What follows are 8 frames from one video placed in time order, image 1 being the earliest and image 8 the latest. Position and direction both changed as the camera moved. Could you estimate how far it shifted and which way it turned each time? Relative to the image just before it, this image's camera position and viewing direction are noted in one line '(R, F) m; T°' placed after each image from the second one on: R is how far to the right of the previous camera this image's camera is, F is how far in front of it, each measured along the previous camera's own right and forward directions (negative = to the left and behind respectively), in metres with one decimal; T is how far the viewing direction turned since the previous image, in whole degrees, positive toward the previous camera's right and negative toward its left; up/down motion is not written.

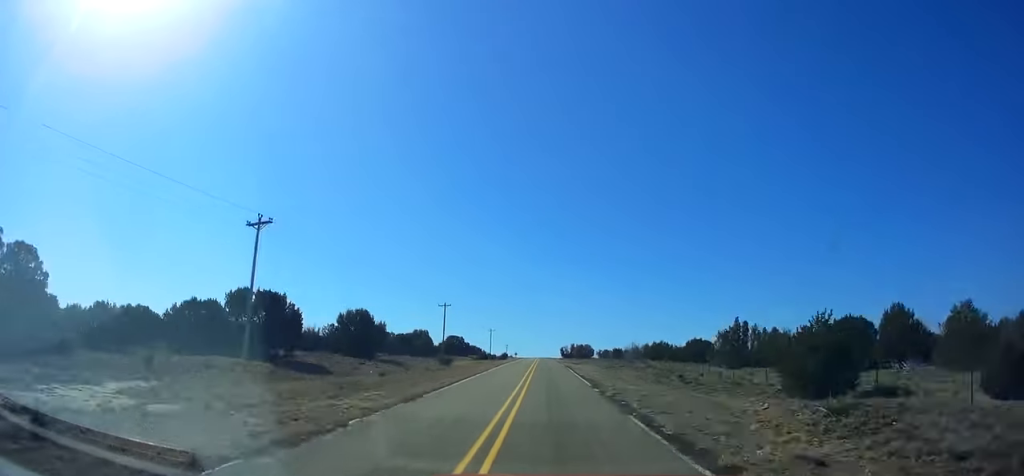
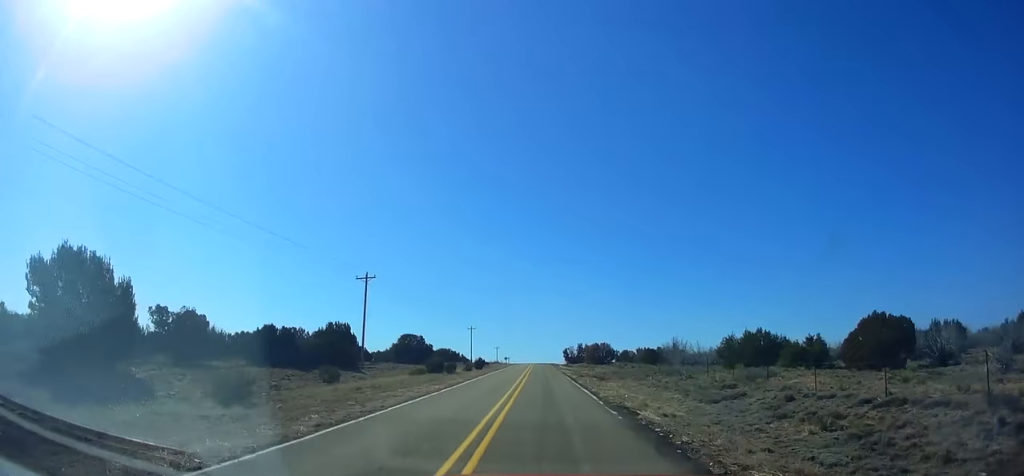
(-1.7, +46.7) m; -1°
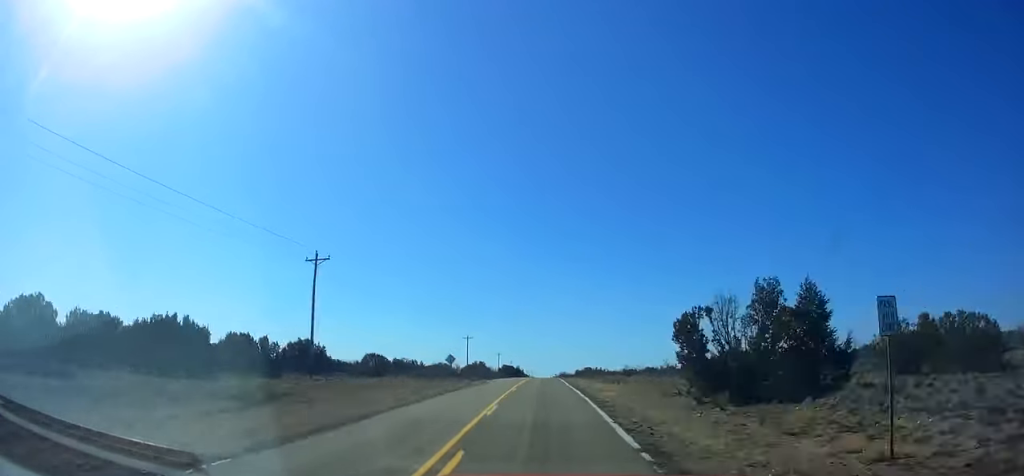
(-1.2, +108.8) m; -1°
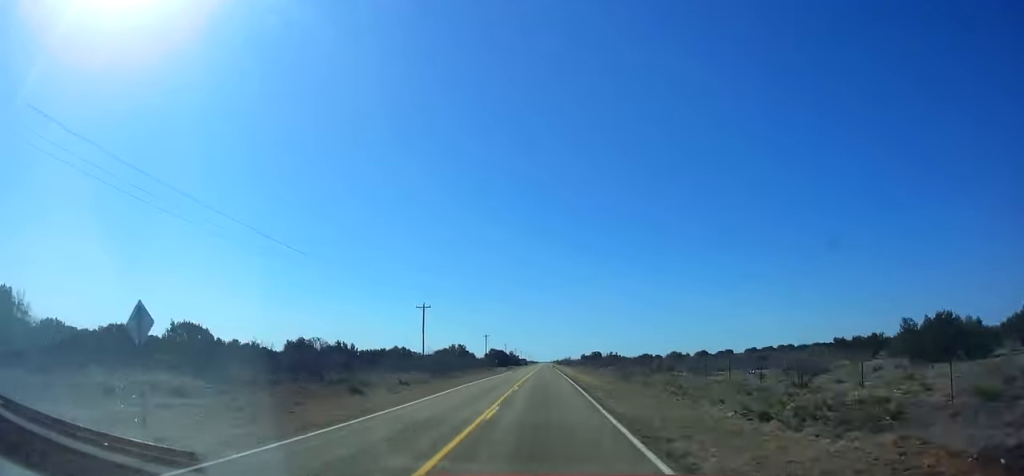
(-0.4, +51.1) m; 0°
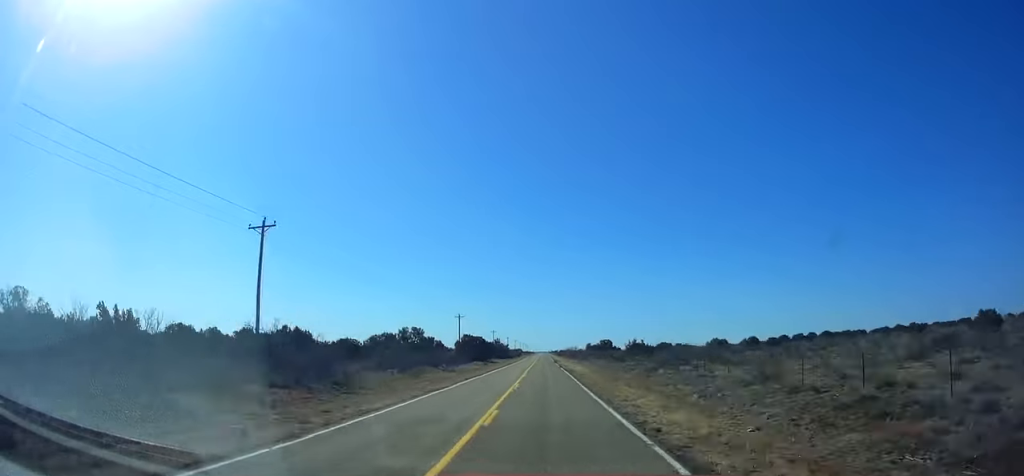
(-0.2, +51.3) m; 0°
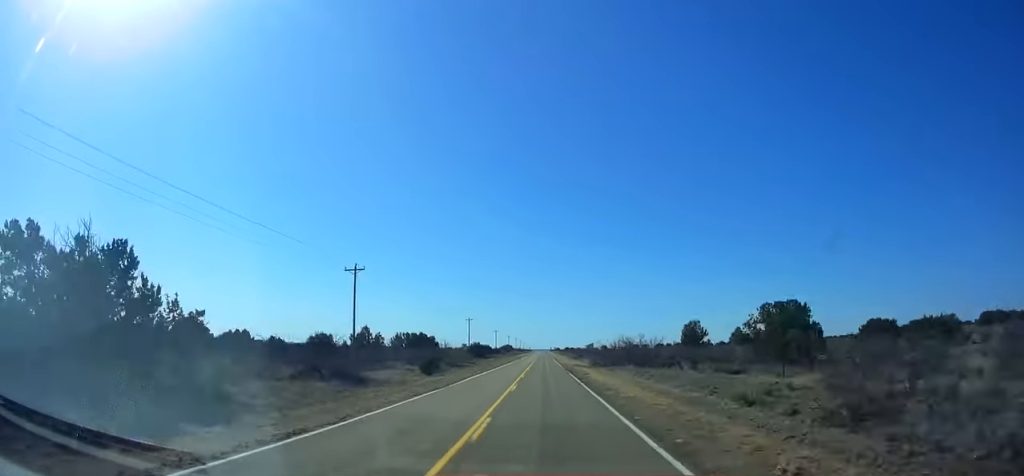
(0.0, +161.6) m; 0°
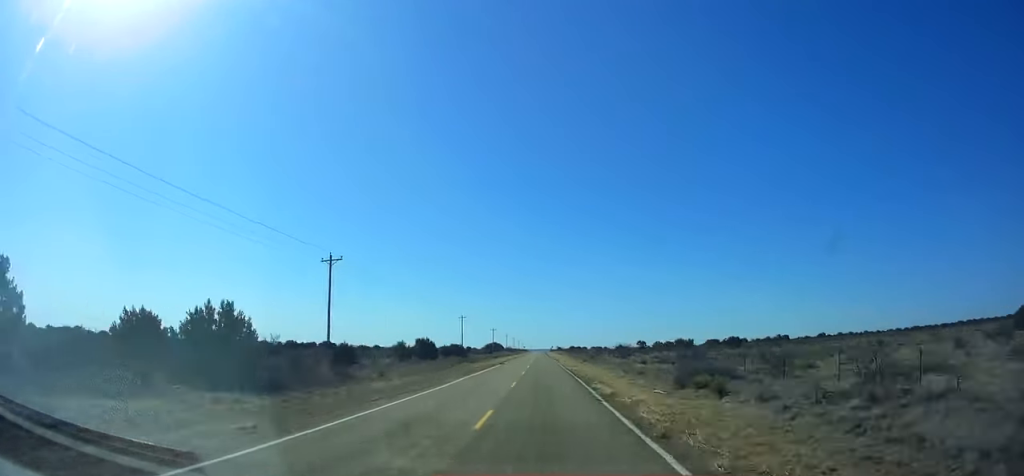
(0.0, +98.0) m; 0°
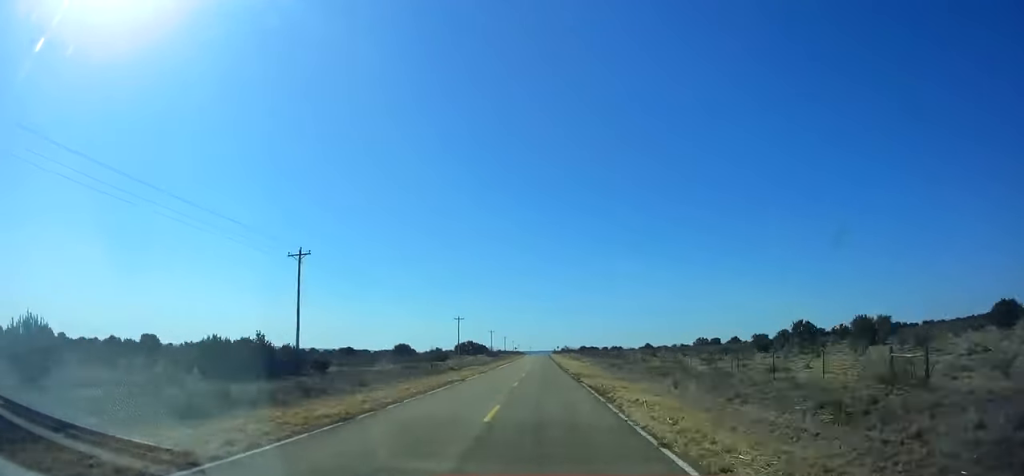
(0.0, +97.9) m; 0°
